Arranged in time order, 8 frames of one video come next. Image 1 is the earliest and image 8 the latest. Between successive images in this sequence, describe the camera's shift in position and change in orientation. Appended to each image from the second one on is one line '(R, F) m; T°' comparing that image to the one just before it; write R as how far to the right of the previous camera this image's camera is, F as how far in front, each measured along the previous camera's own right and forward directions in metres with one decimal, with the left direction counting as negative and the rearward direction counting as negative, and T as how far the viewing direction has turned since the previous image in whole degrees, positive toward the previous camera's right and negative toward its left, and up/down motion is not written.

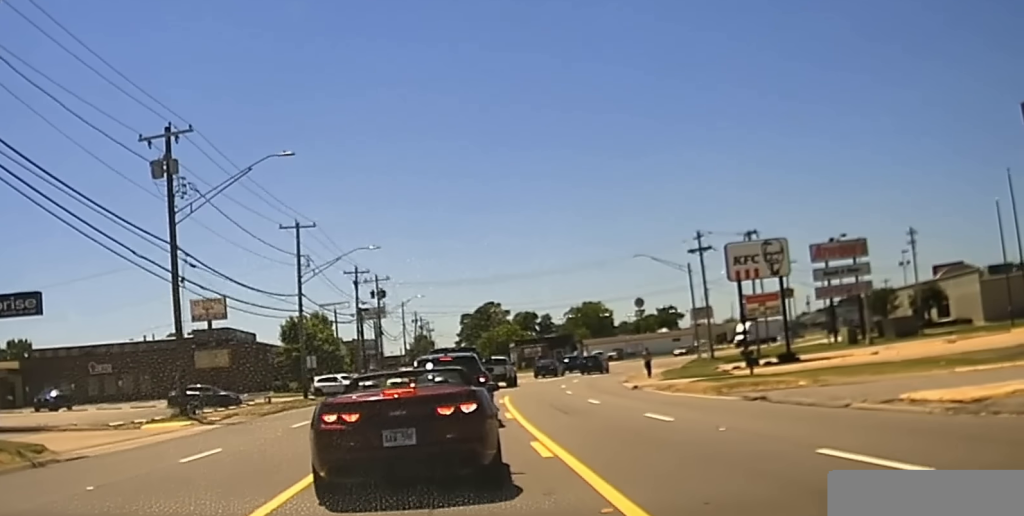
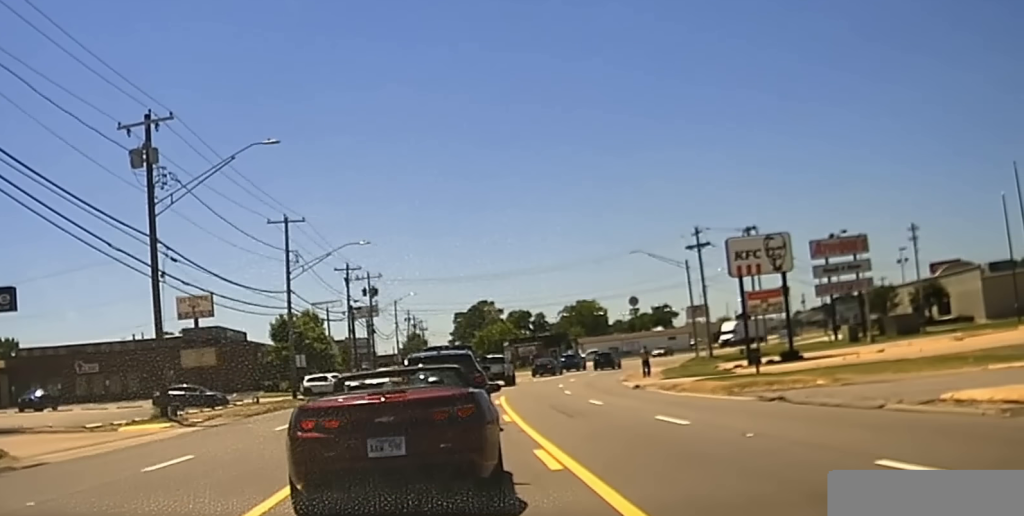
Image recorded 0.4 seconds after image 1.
(0.0, +1.4) m; 0°
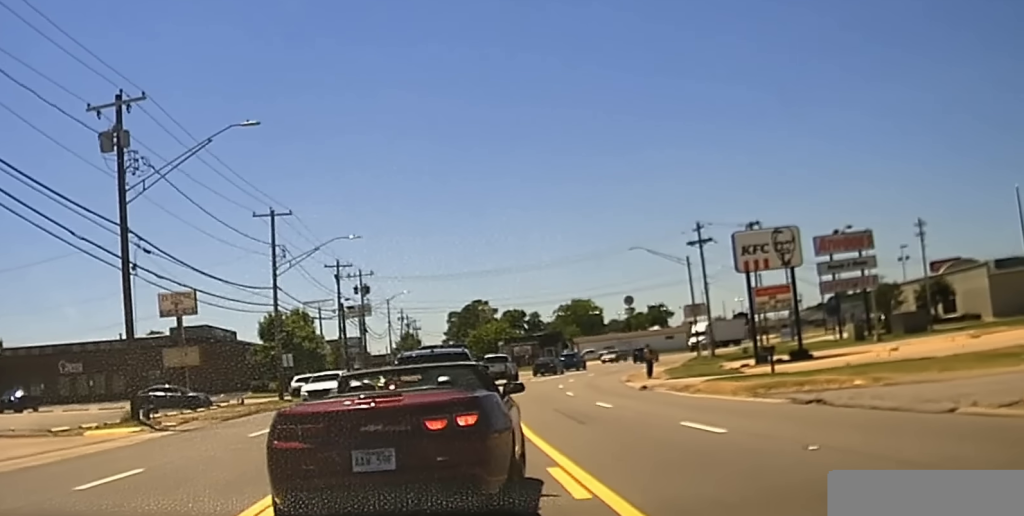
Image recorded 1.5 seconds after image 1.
(0.0, +2.9) m; +2°
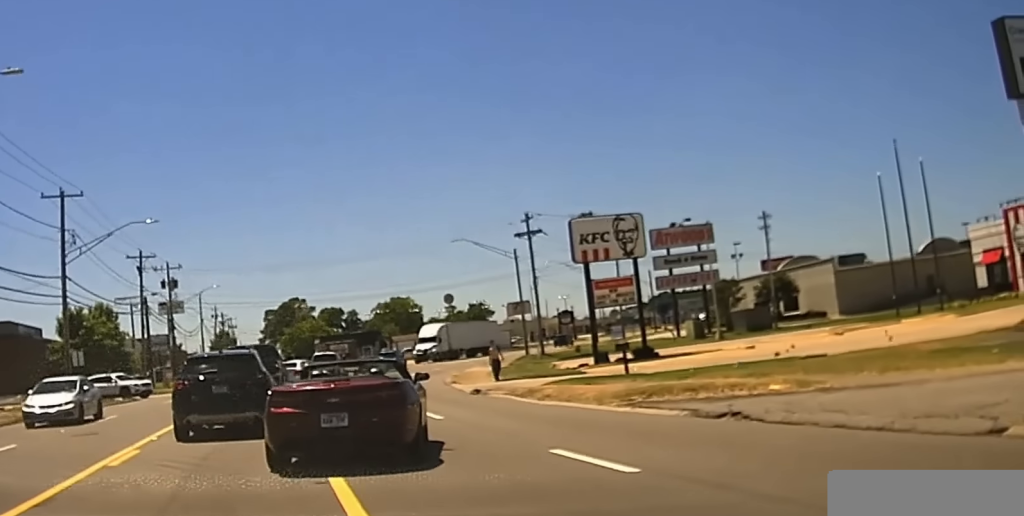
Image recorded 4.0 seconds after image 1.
(+1.1, +5.7) m; +15°
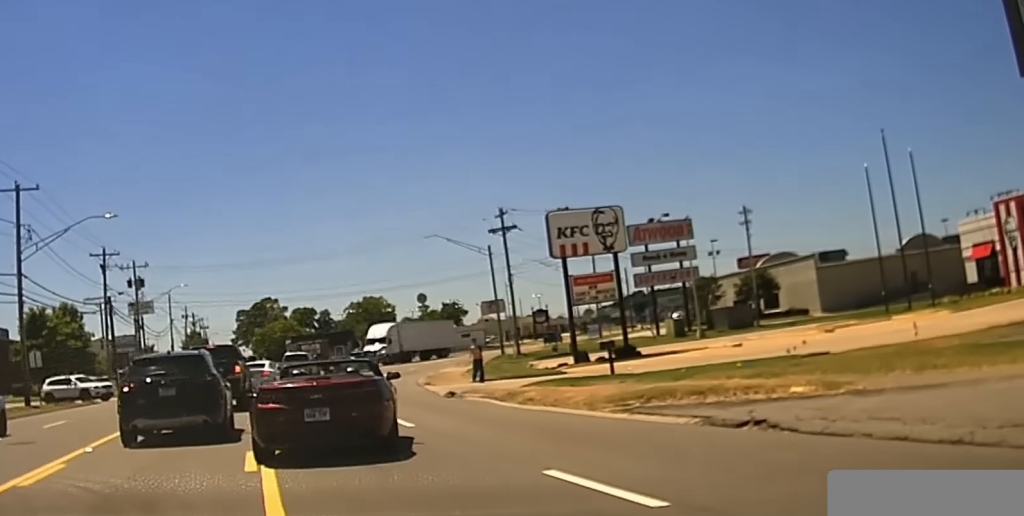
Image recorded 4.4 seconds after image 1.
(-0.1, +2.0) m; 0°
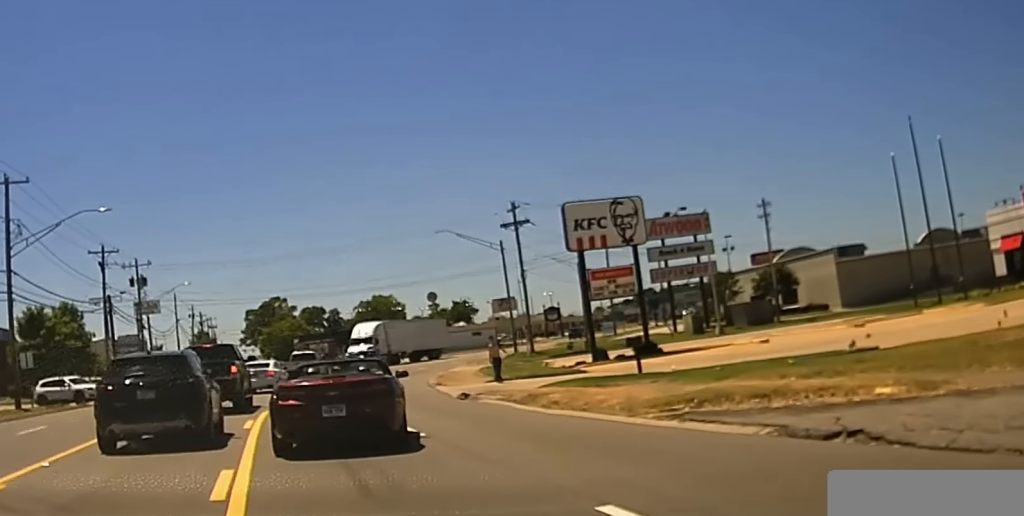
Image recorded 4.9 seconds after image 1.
(-0.1, +2.2) m; 0°
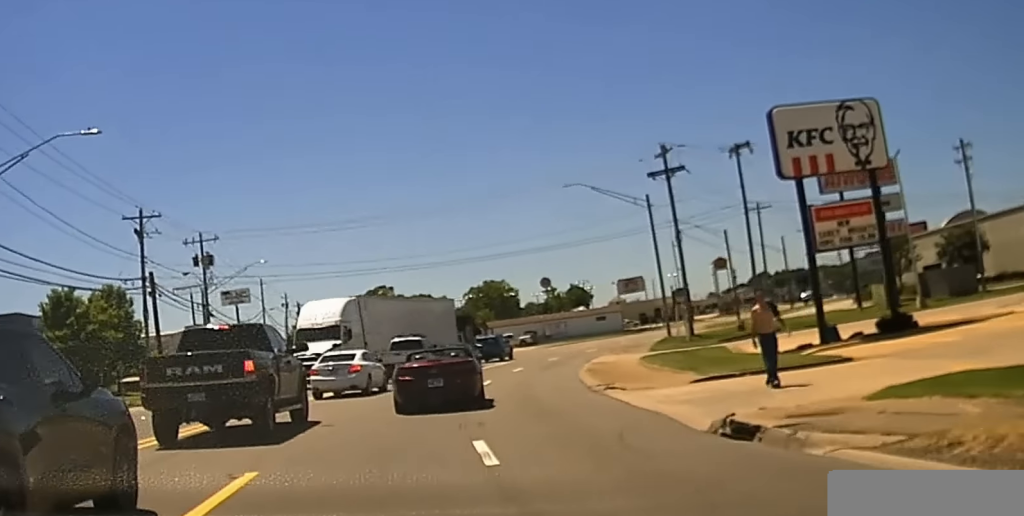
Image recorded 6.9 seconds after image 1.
(-0.4, +15.8) m; -9°
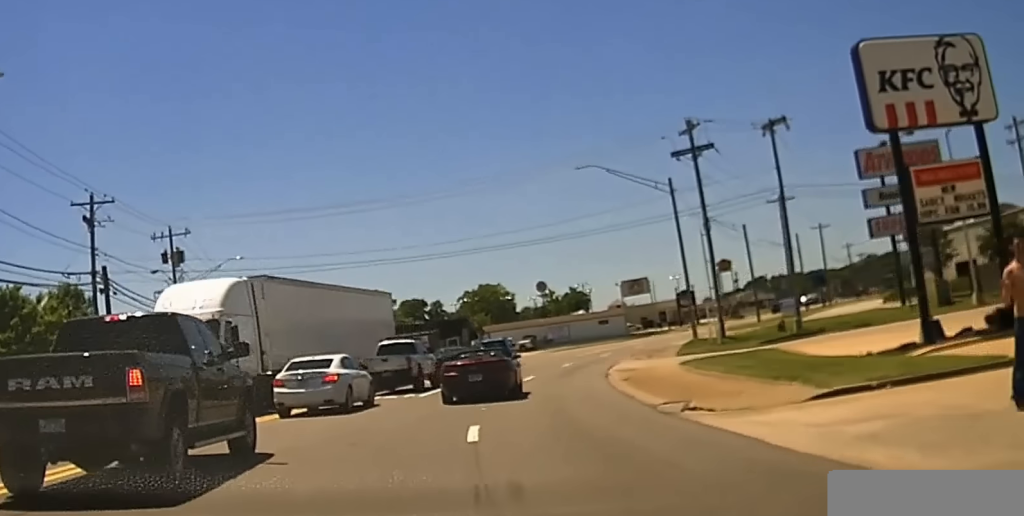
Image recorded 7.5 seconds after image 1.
(-0.5, +7.2) m; -1°
